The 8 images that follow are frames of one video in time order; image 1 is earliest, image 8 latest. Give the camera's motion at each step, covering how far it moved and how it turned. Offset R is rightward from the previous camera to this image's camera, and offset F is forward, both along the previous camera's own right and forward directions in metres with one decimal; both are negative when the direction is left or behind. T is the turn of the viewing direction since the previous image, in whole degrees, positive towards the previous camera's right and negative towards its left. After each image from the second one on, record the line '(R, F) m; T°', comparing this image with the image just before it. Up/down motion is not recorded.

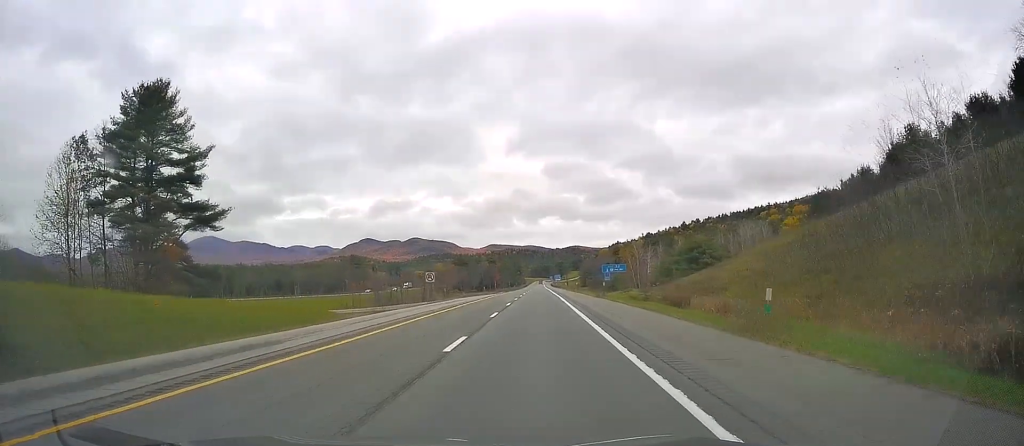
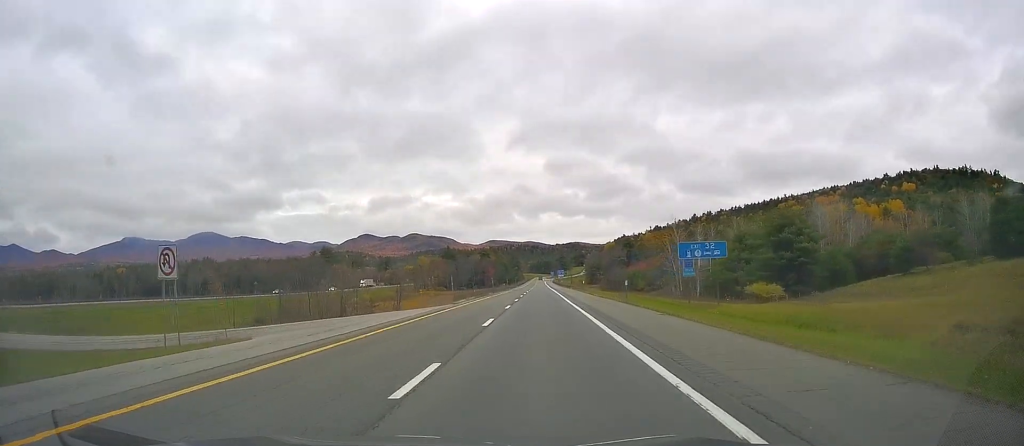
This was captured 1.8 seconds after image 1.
(-1.5, +53.1) m; -2°
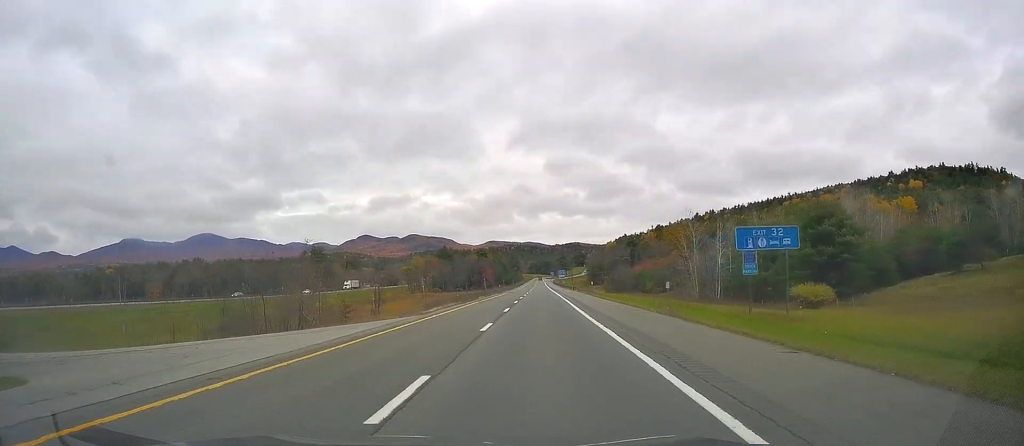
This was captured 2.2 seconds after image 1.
(+0.1, +13.4) m; 0°
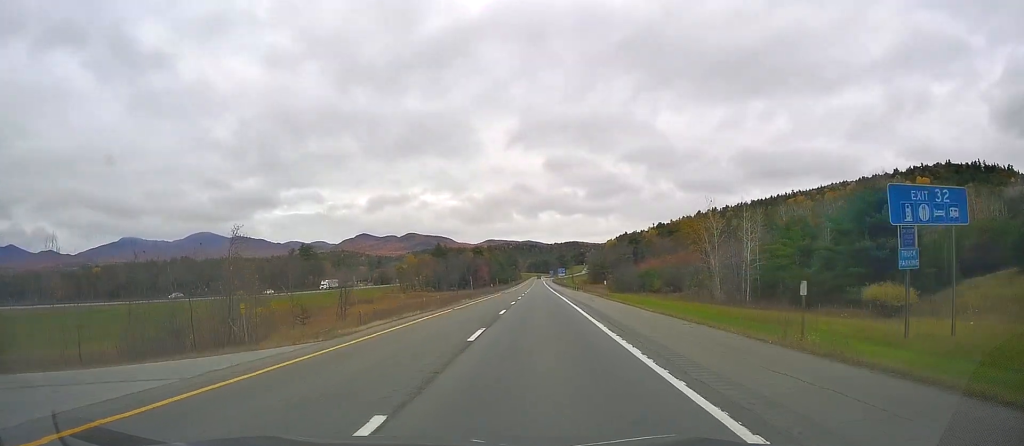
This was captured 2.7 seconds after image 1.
(+0.3, +14.9) m; 0°
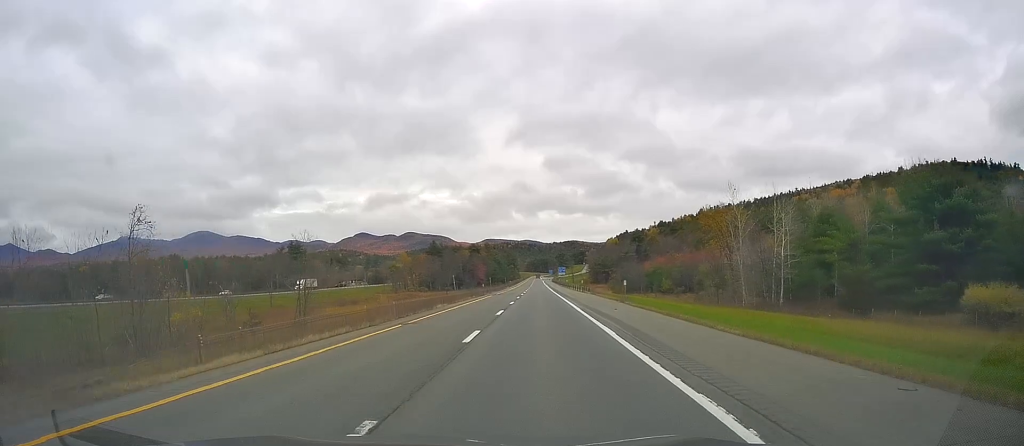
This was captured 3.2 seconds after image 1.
(0.0, +12.9) m; 0°
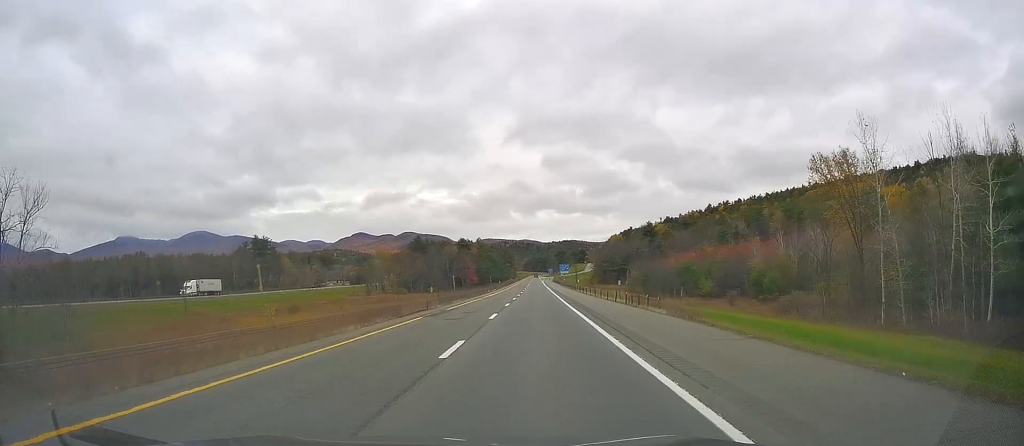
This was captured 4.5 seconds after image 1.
(-0.3, +38.8) m; 0°
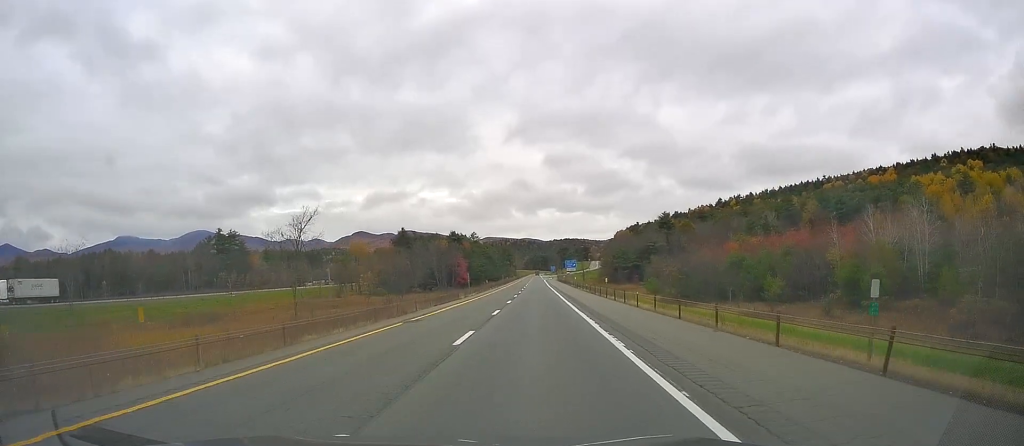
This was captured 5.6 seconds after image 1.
(+0.4, +33.3) m; +1°
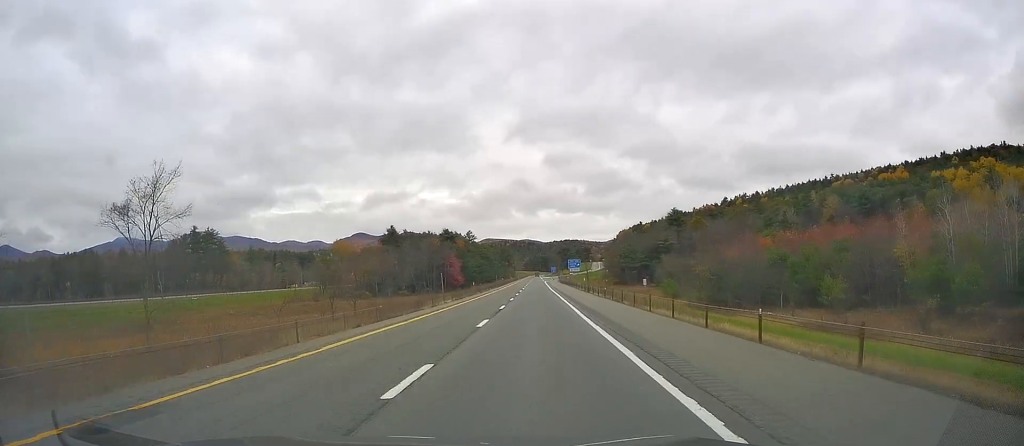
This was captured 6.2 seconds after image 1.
(0.0, +18.4) m; 0°
